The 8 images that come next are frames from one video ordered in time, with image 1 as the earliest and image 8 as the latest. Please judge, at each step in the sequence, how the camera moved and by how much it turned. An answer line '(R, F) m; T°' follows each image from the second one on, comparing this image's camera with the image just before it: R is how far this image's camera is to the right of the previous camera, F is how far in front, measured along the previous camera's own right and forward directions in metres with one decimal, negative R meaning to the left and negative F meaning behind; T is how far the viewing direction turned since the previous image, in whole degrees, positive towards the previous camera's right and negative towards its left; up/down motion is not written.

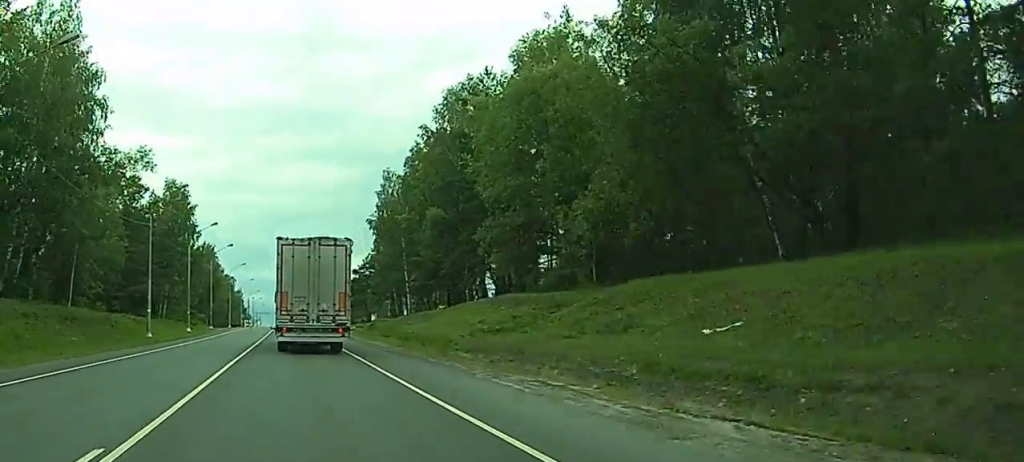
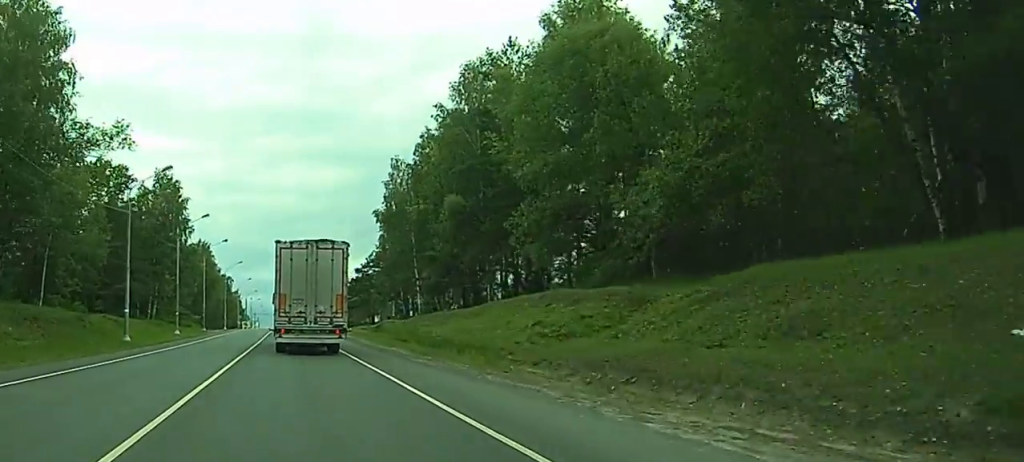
(0.0, +8.3) m; 0°
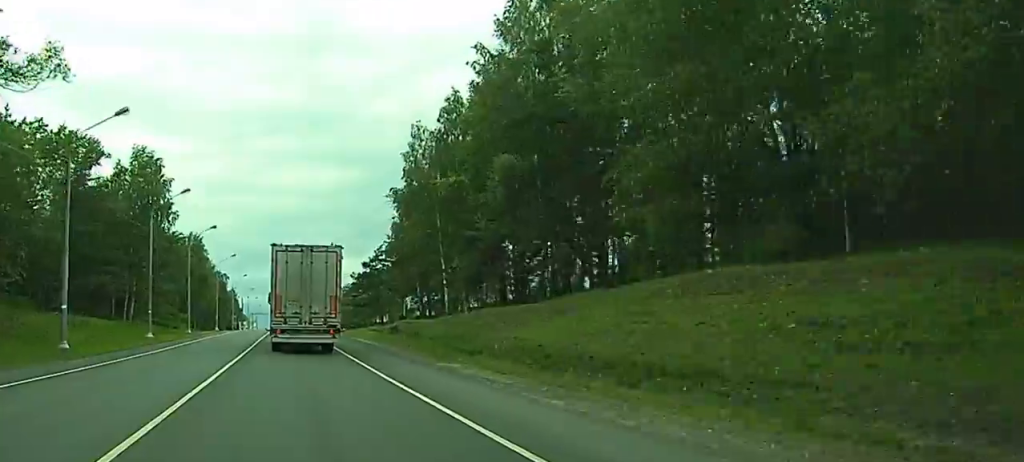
(0.0, +15.2) m; 0°
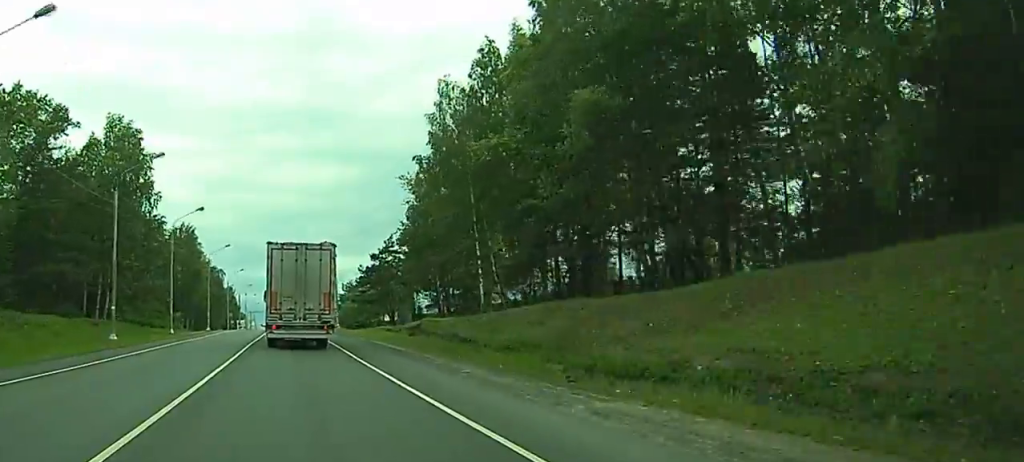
(0.0, +13.3) m; -1°
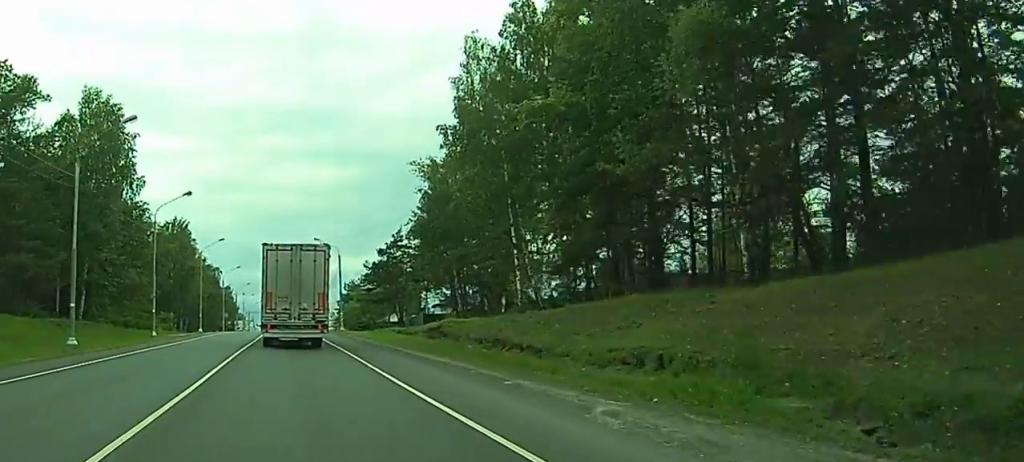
(0.0, +9.4) m; -2°
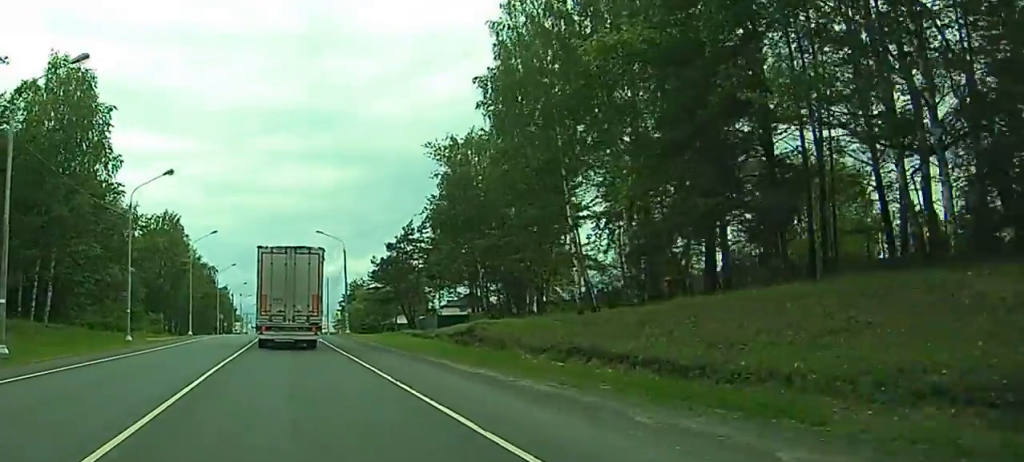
(-0.1, +10.1) m; 0°
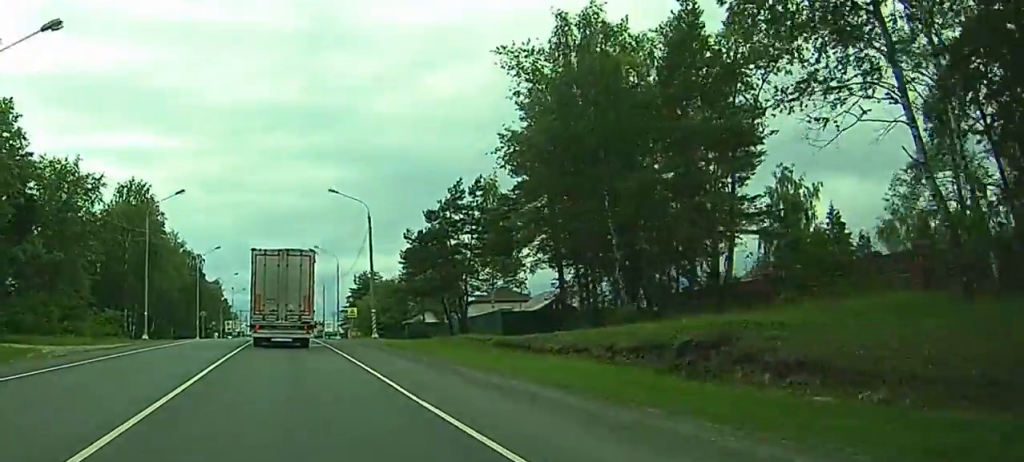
(+0.8, +28.4) m; +5°
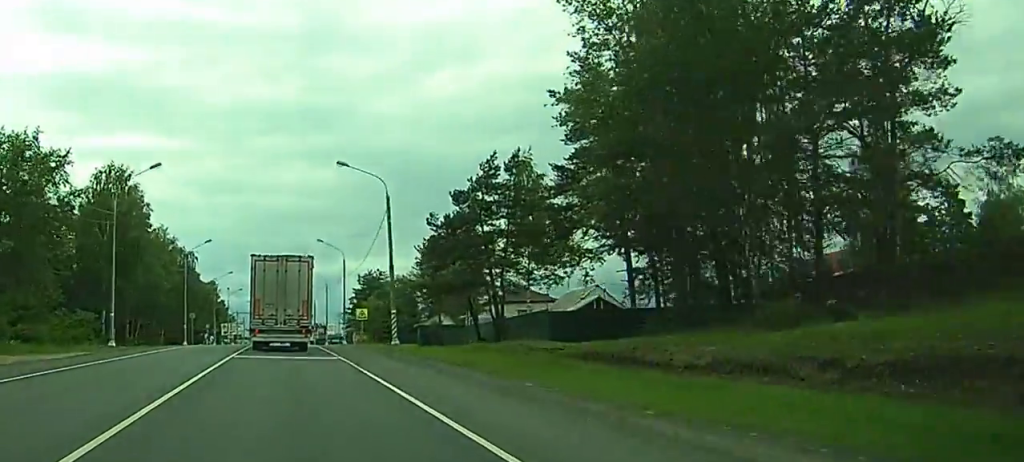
(+0.3, +12.1) m; 0°
